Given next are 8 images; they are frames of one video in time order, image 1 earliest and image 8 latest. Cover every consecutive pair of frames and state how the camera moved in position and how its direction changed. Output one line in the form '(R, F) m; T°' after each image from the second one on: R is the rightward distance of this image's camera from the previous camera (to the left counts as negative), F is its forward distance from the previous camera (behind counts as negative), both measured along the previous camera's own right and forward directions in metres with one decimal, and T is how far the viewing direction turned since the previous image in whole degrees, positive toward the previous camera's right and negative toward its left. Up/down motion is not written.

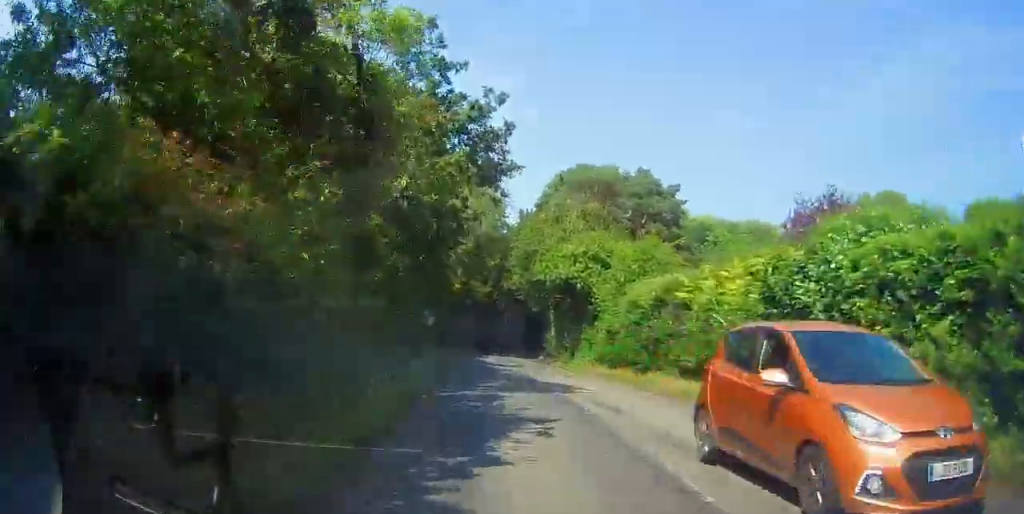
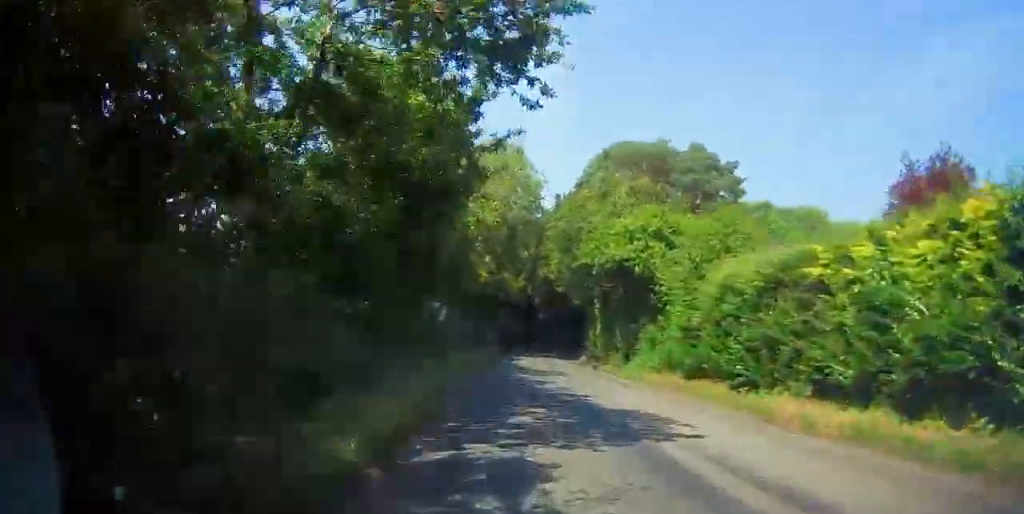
(-0.4, +6.6) m; -1°
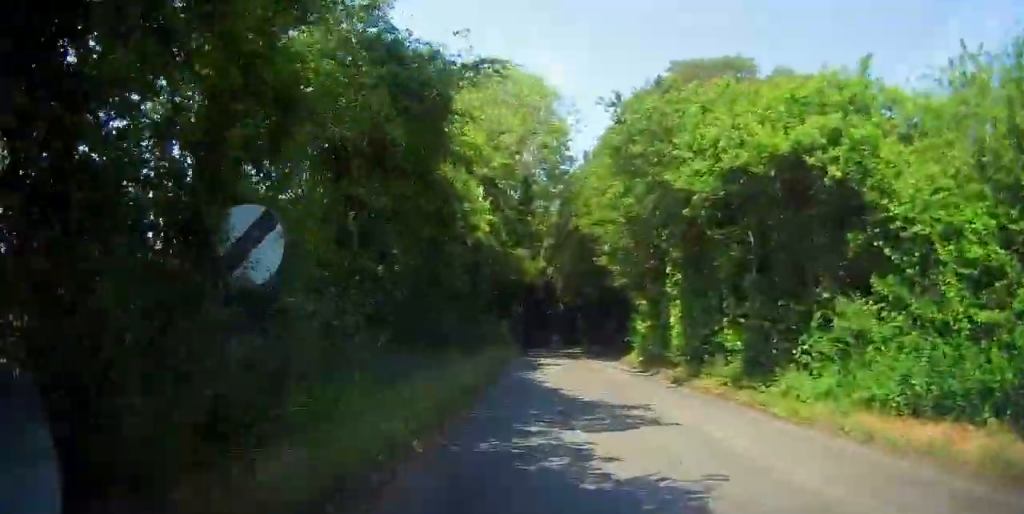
(+0.3, +13.9) m; +1°
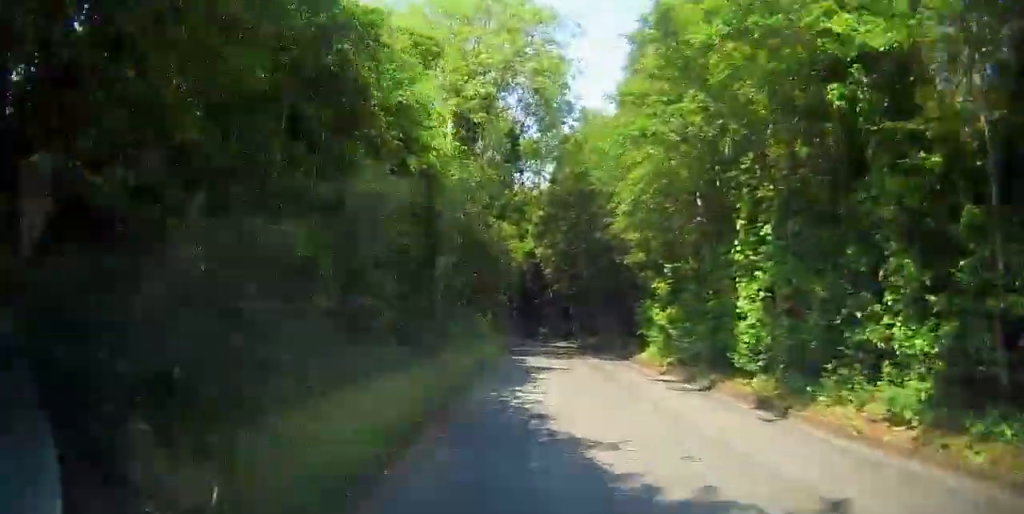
(-0.1, +8.4) m; 0°
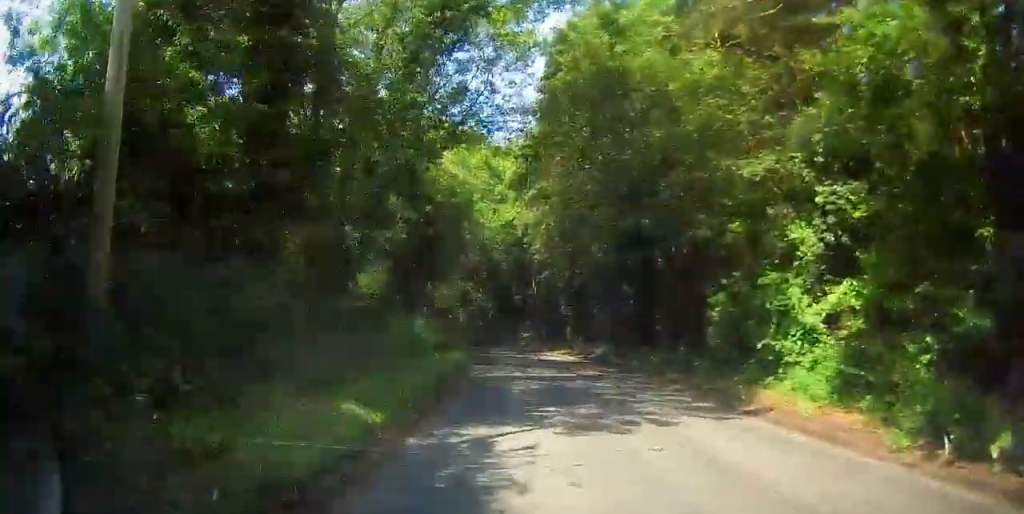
(-0.1, +17.5) m; -2°
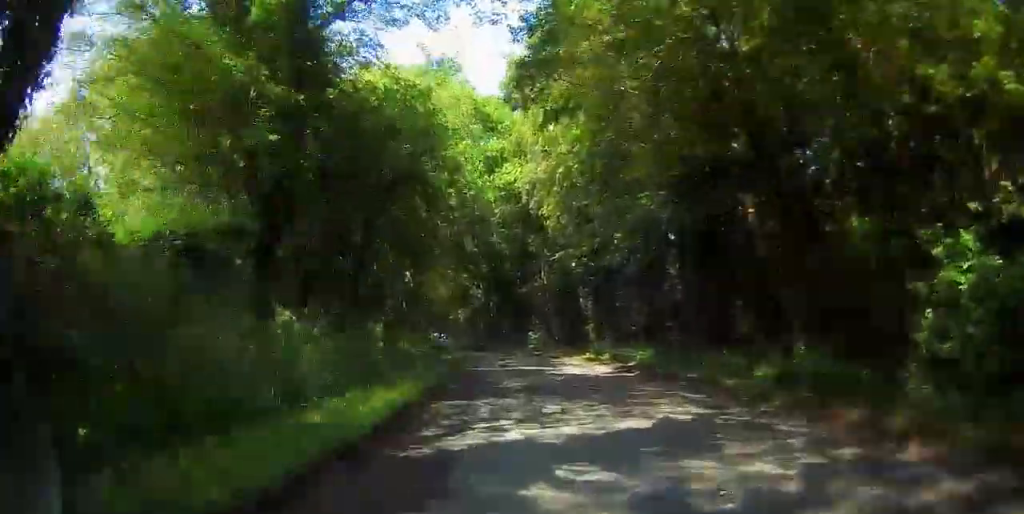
(-0.4, +11.2) m; -2°
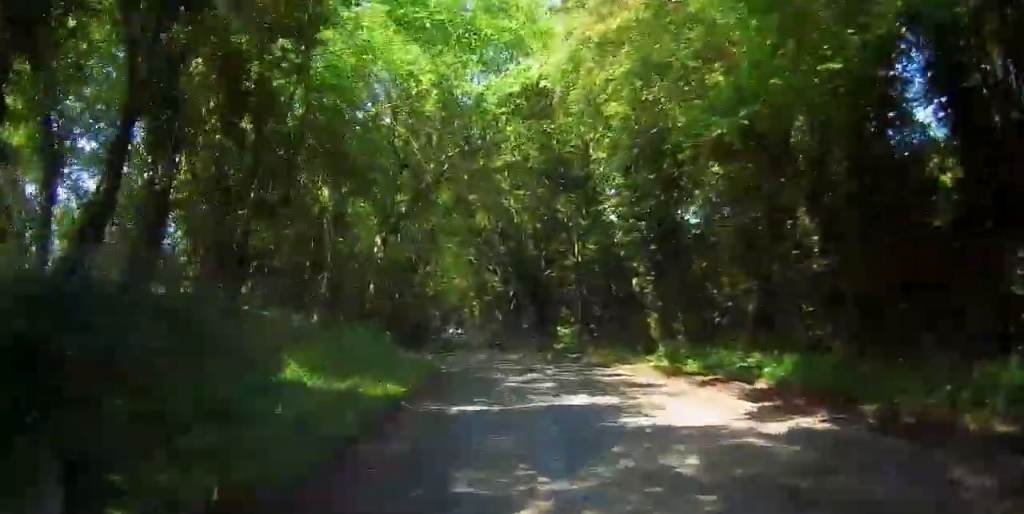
(-0.1, +13.3) m; 0°
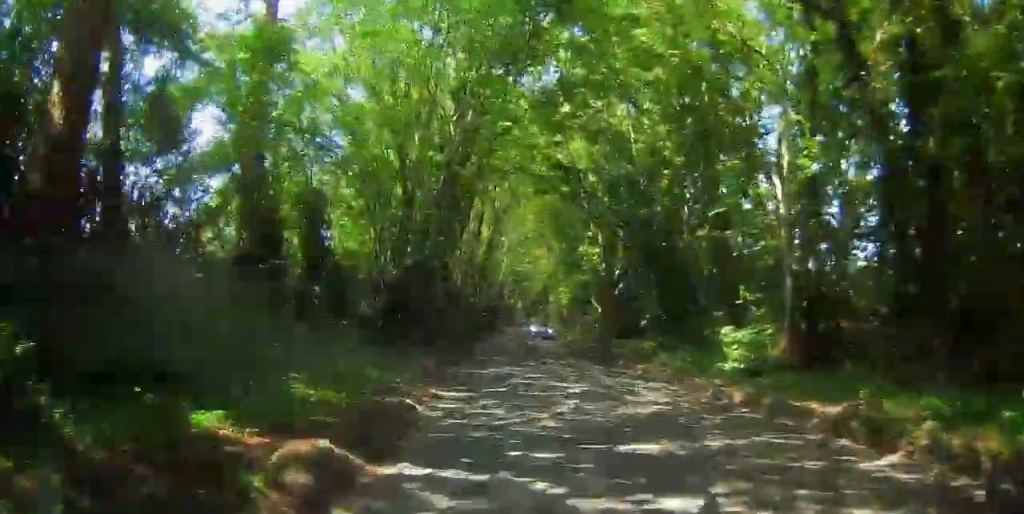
(0.0, +20.5) m; 0°
